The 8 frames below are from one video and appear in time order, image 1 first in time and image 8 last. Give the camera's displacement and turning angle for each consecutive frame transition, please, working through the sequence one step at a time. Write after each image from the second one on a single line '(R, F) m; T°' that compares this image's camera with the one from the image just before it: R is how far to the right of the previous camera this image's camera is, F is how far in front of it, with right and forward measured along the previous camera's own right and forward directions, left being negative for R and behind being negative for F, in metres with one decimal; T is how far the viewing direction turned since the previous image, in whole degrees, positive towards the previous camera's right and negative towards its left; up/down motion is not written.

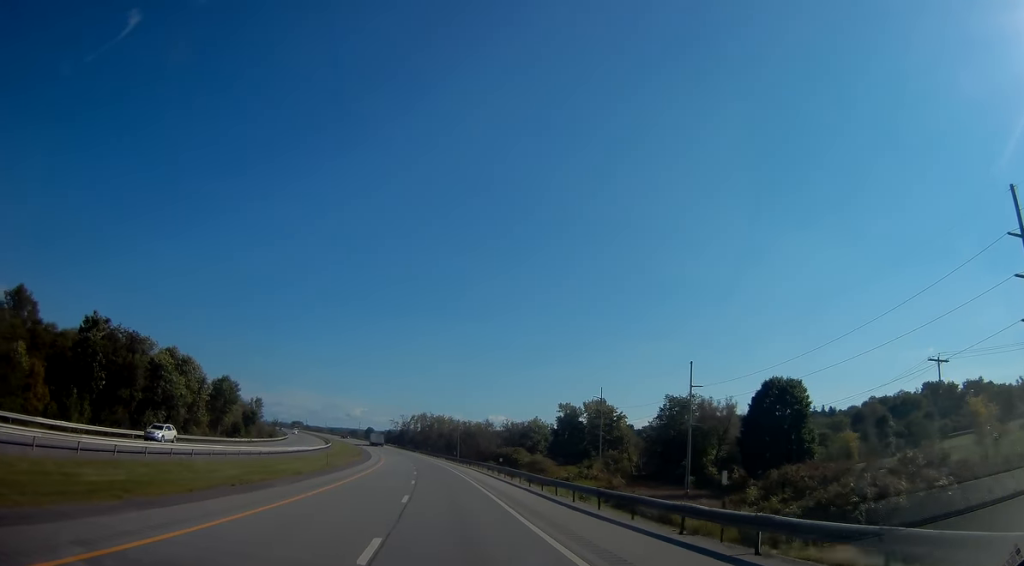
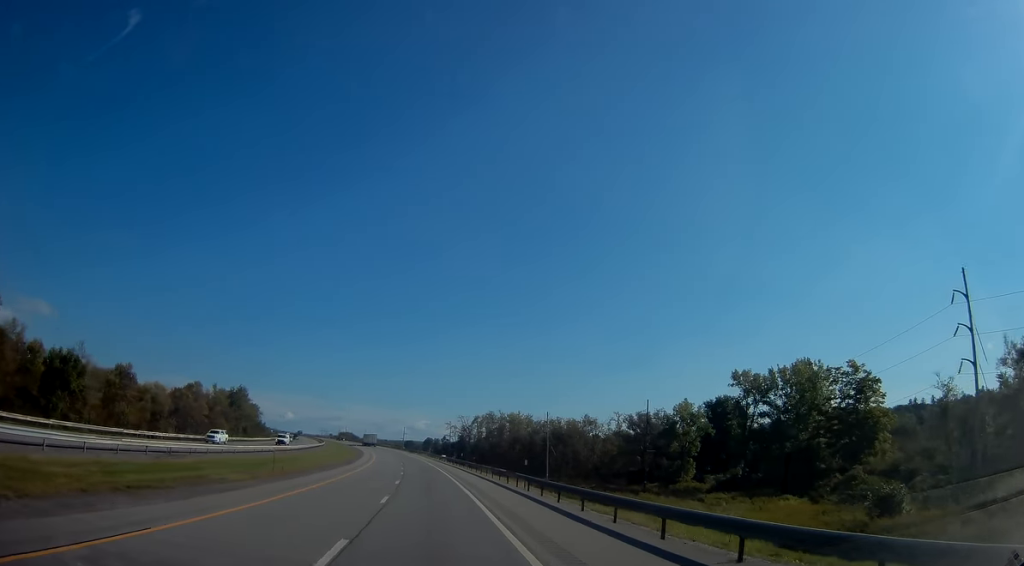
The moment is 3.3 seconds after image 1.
(-4.8, +99.1) m; -6°
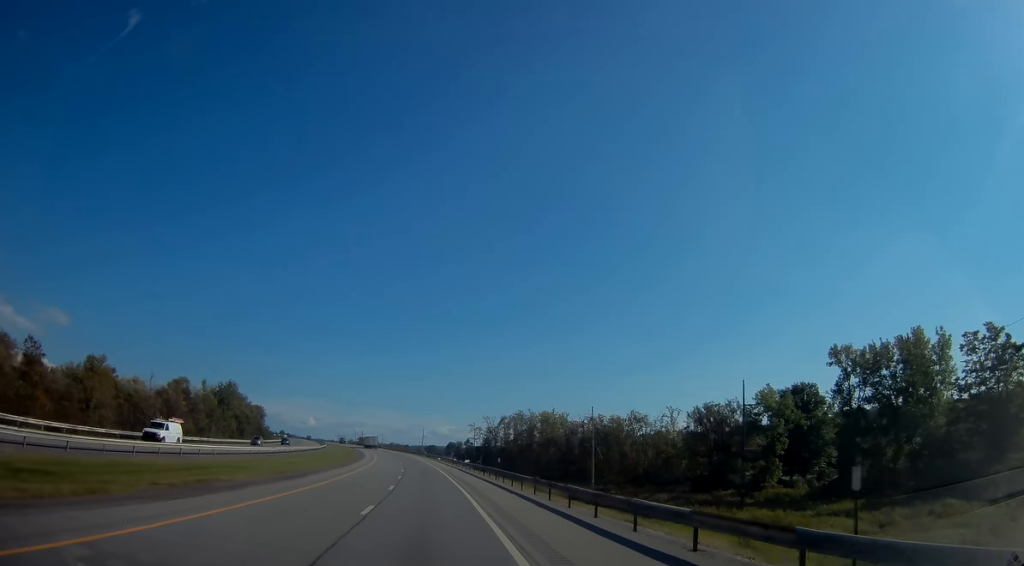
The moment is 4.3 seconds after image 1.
(-0.5, +28.8) m; -2°
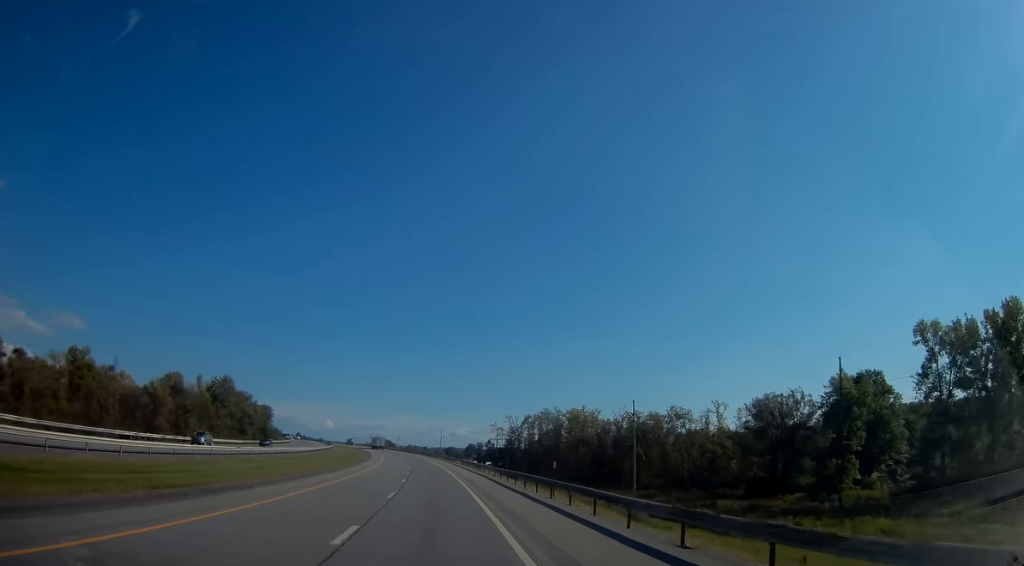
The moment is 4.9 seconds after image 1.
(-0.2, +17.9) m; -1°
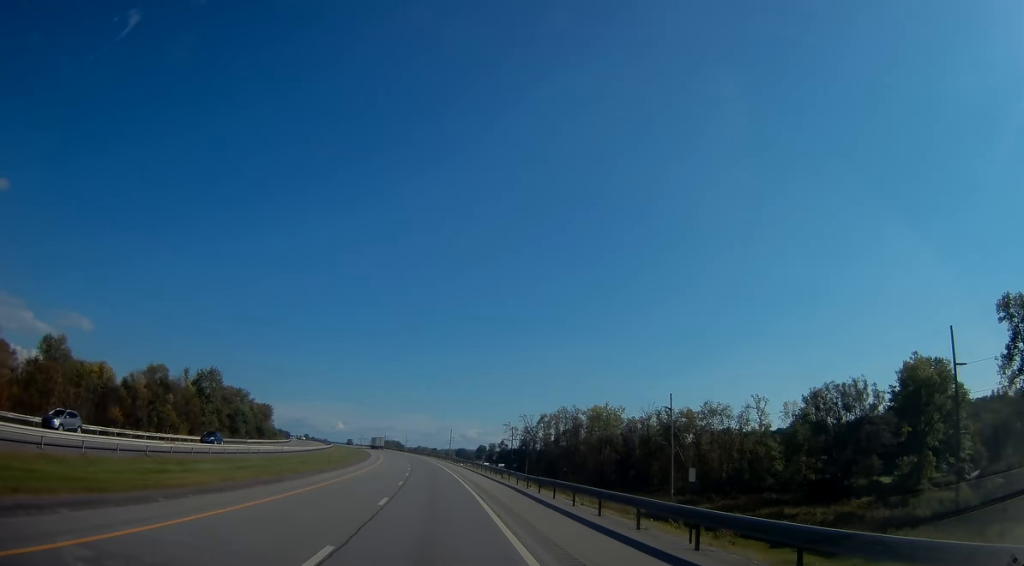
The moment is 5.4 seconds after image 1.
(0.0, +15.9) m; -1°
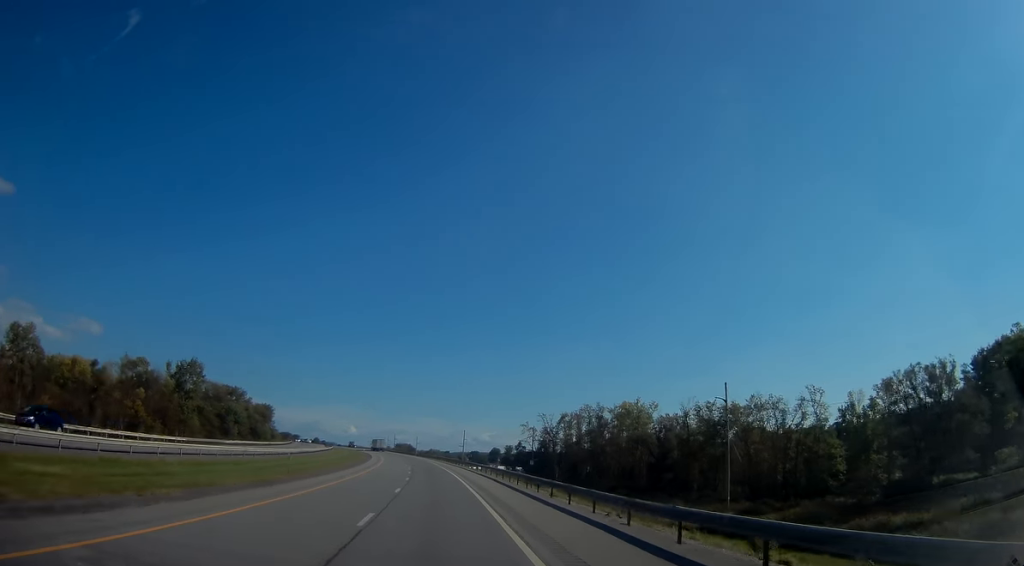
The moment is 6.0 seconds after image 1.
(-0.4, +17.9) m; -2°
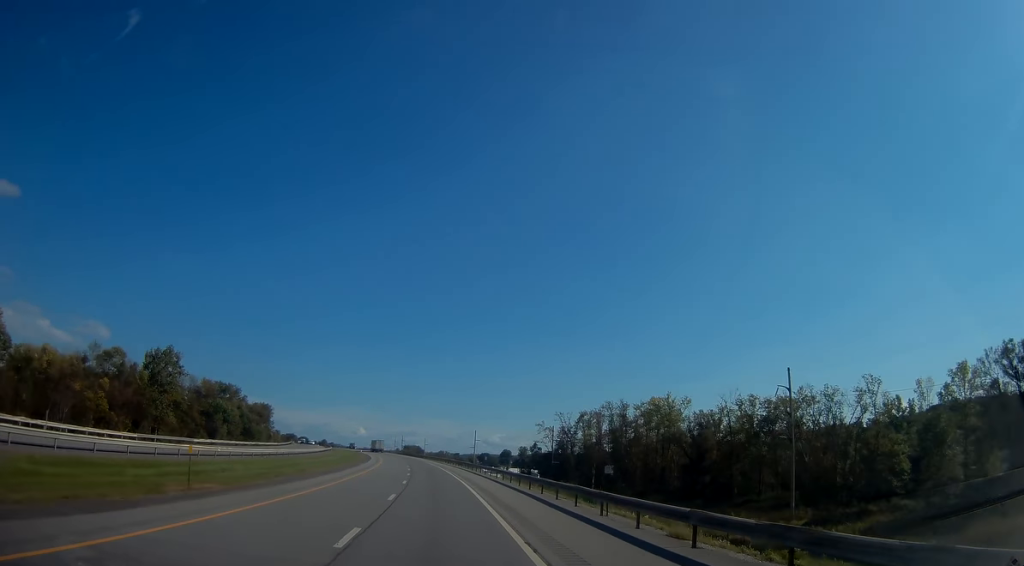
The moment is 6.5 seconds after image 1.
(-0.1, +15.9) m; -1°
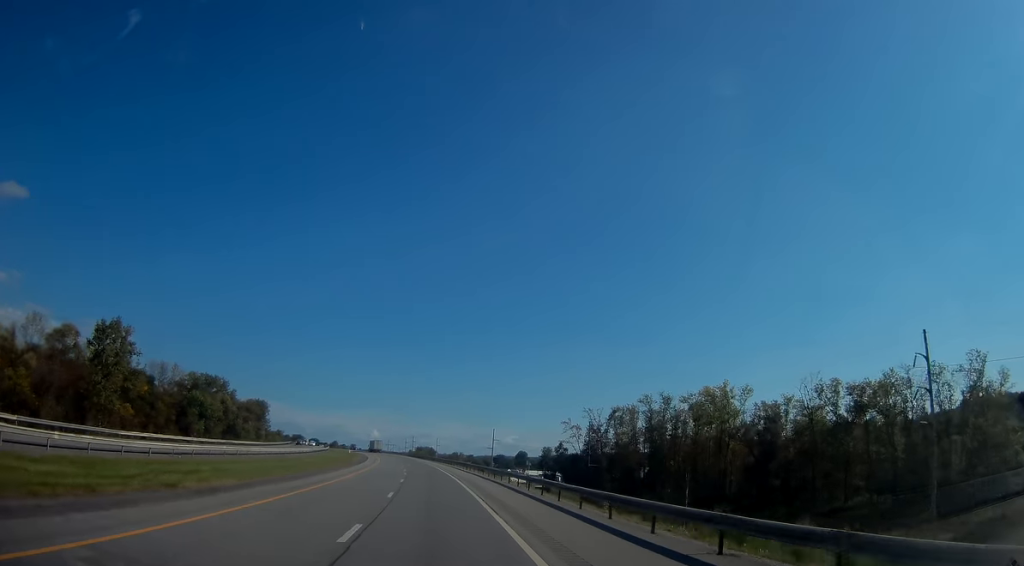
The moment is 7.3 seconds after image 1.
(-0.4, +23.9) m; -1°
